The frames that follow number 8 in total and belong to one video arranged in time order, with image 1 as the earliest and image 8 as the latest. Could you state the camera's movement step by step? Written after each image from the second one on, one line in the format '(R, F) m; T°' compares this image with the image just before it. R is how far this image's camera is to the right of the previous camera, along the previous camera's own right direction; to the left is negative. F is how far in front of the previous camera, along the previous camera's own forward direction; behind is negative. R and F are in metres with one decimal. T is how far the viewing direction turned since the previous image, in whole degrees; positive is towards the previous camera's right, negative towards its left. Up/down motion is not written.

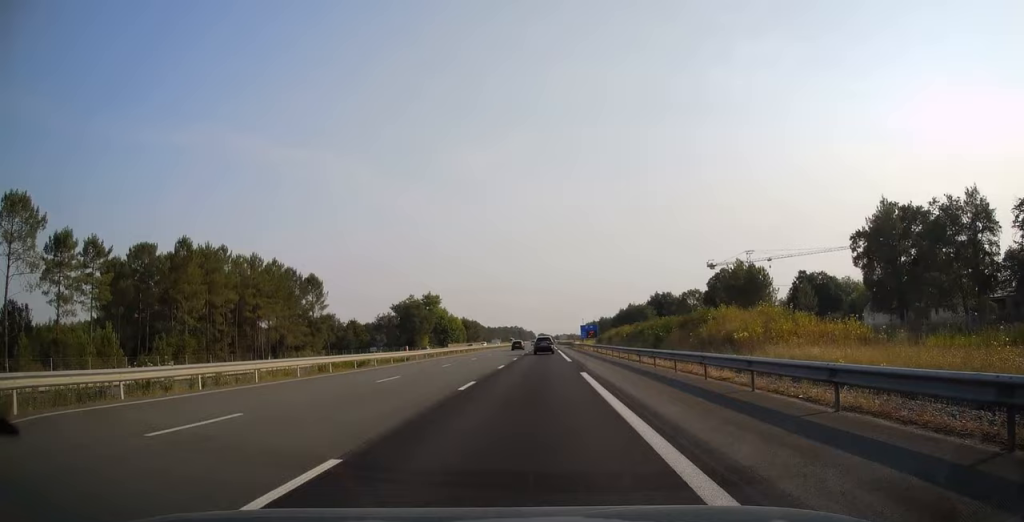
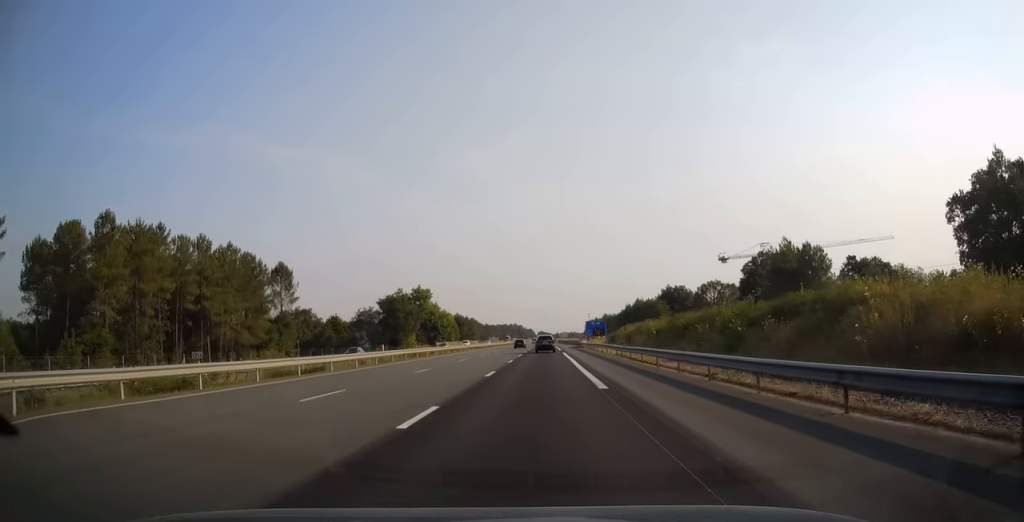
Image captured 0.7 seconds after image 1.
(+0.1, +20.1) m; 0°
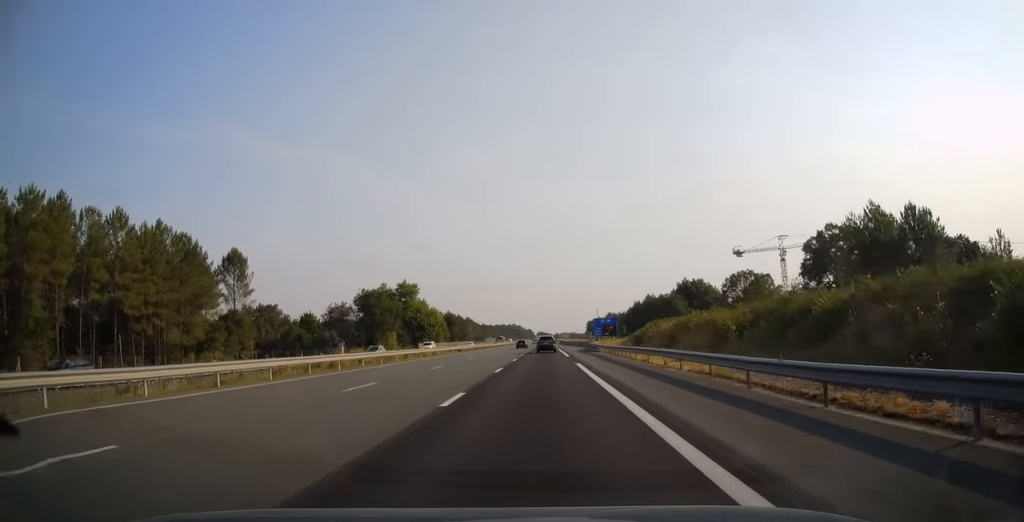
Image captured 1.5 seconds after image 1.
(0.0, +23.0) m; 0°
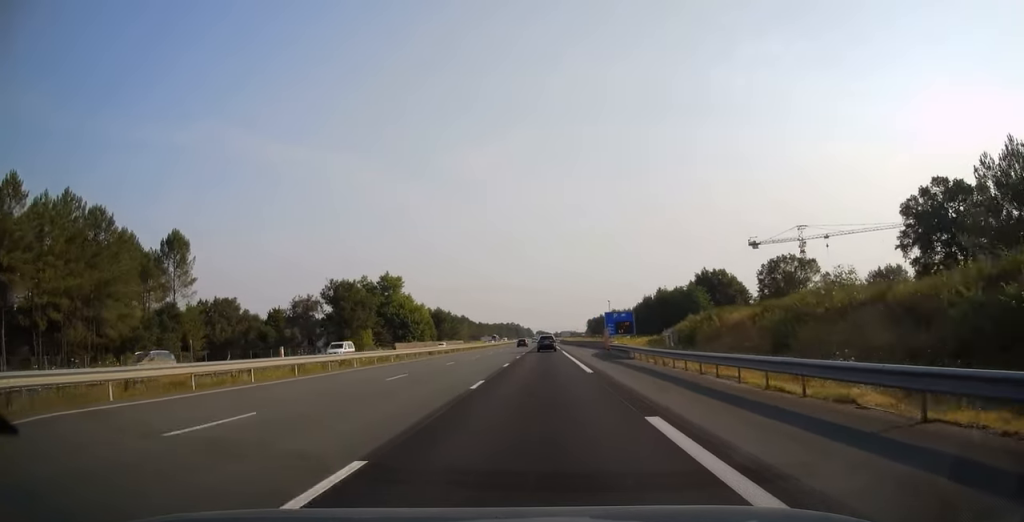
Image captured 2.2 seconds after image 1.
(0.0, +21.6) m; 0°
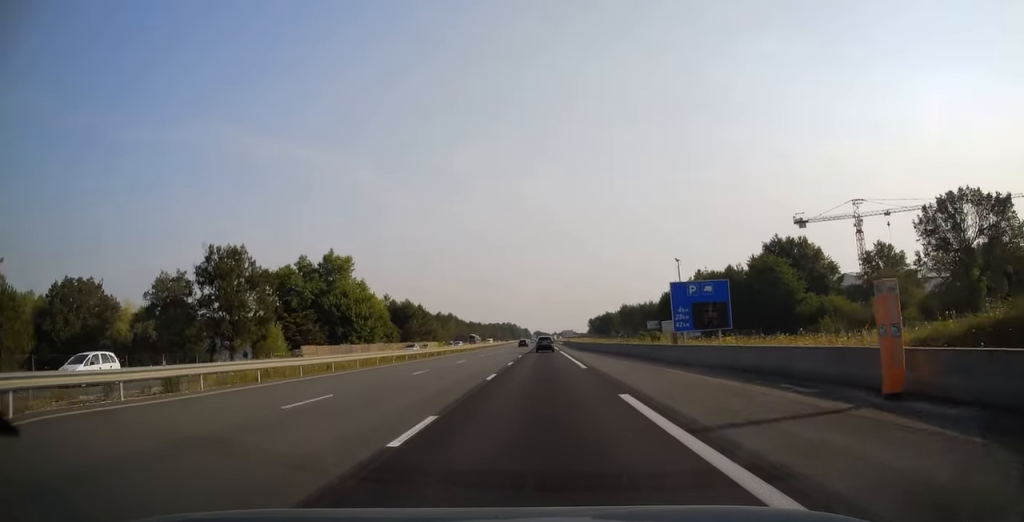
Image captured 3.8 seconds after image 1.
(+0.1, +47.8) m; 0°
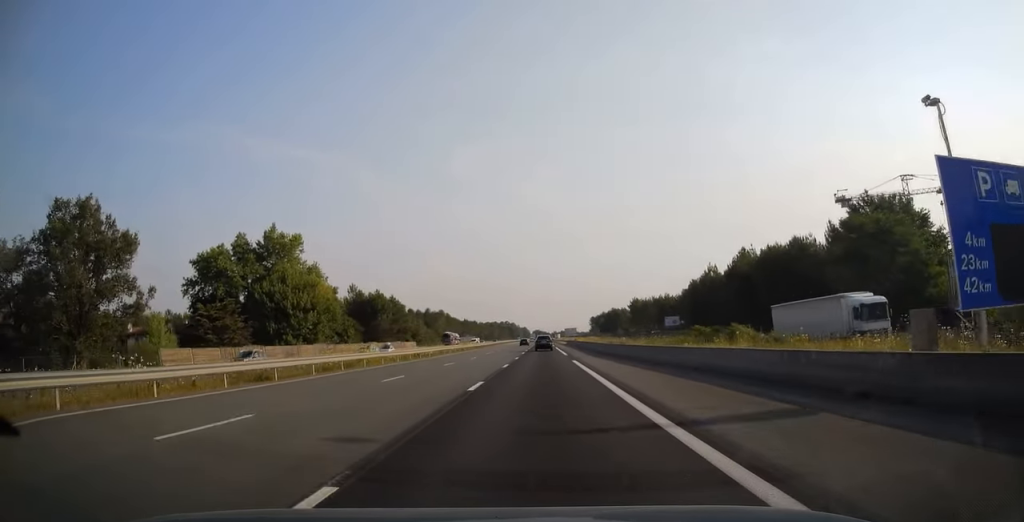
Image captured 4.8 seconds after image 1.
(0.0, +30.6) m; 0°
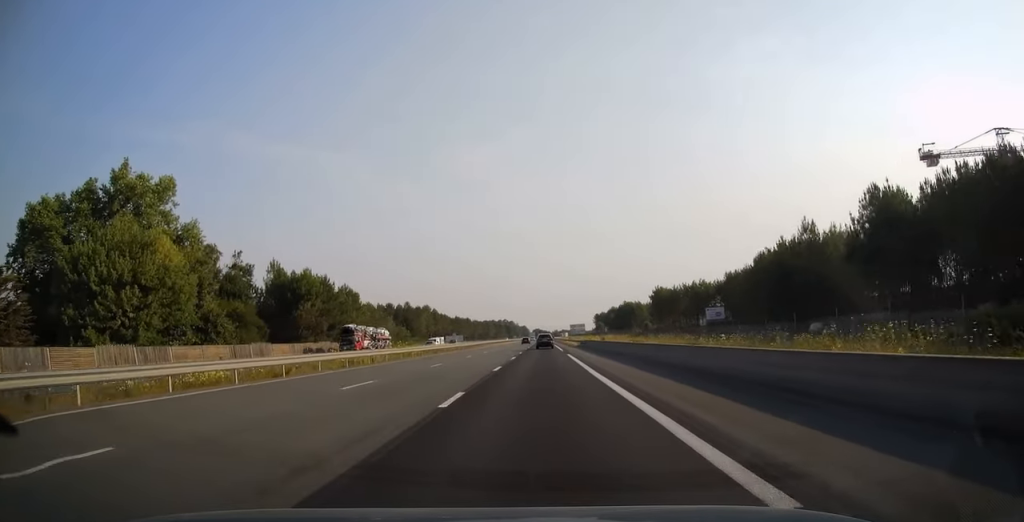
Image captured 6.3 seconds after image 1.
(0.0, +43.3) m; 0°
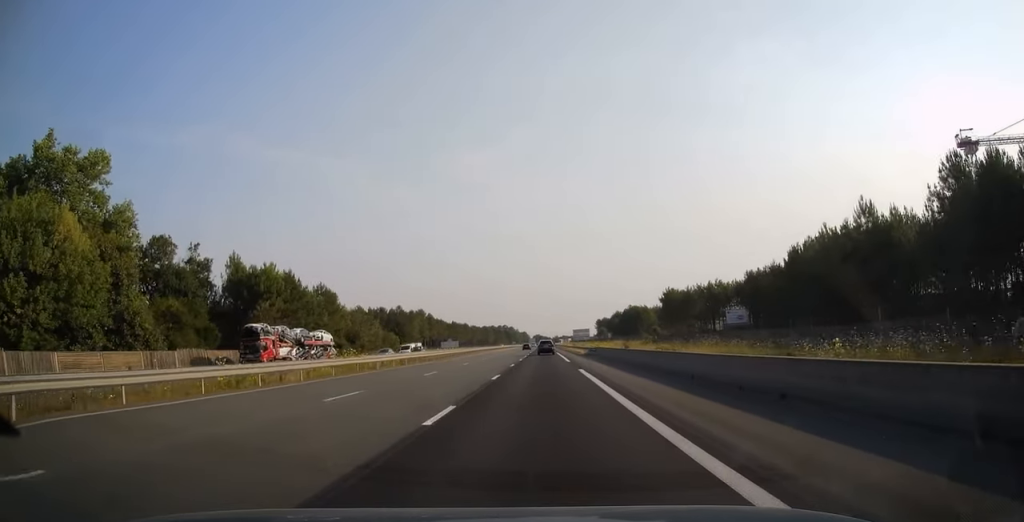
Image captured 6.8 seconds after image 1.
(0.0, +14.2) m; 0°
